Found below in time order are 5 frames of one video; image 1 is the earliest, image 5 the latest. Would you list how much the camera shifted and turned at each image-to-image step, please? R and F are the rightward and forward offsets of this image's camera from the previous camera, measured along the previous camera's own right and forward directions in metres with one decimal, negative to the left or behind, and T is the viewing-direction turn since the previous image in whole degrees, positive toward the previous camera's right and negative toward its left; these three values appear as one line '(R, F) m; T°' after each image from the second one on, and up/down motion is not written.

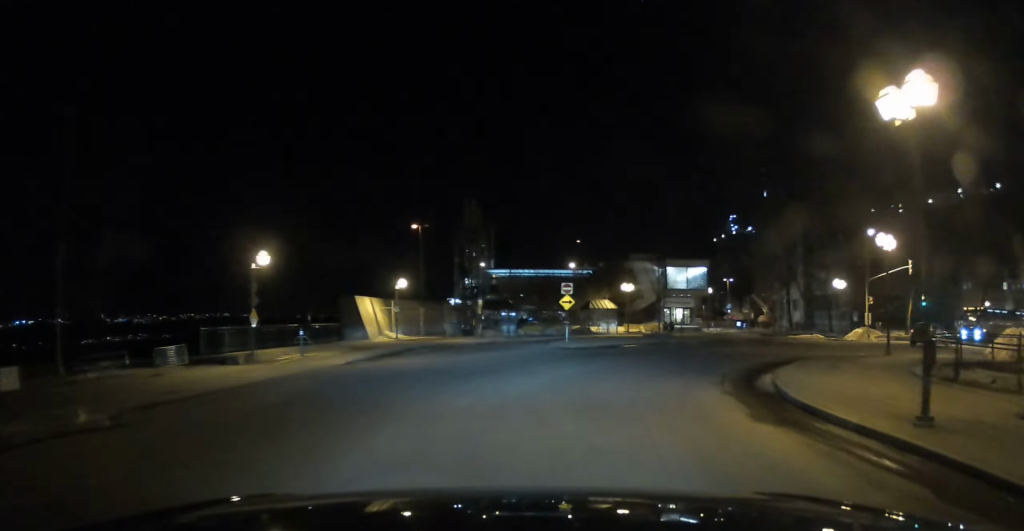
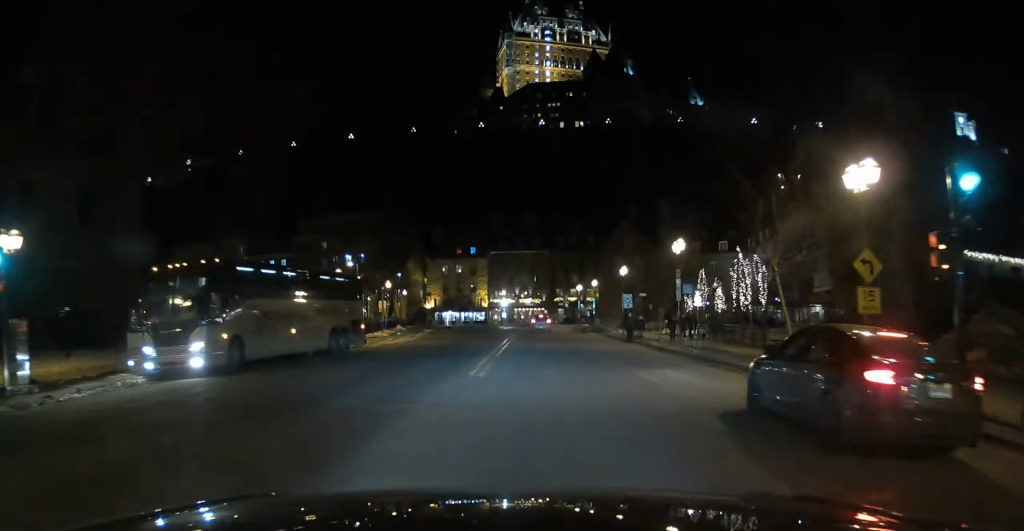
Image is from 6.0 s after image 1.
(+26.7, +47.9) m; +52°
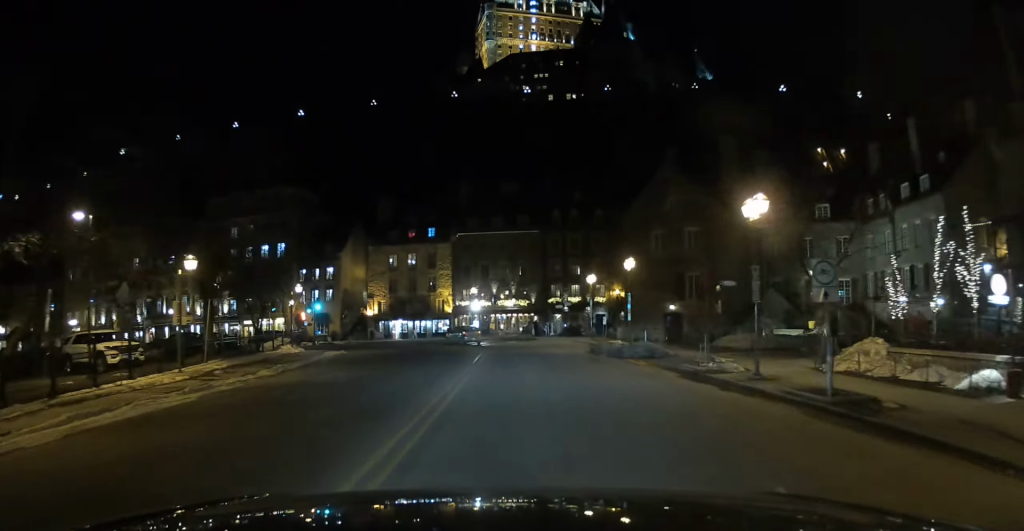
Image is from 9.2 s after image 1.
(+2.6, +28.6) m; +6°
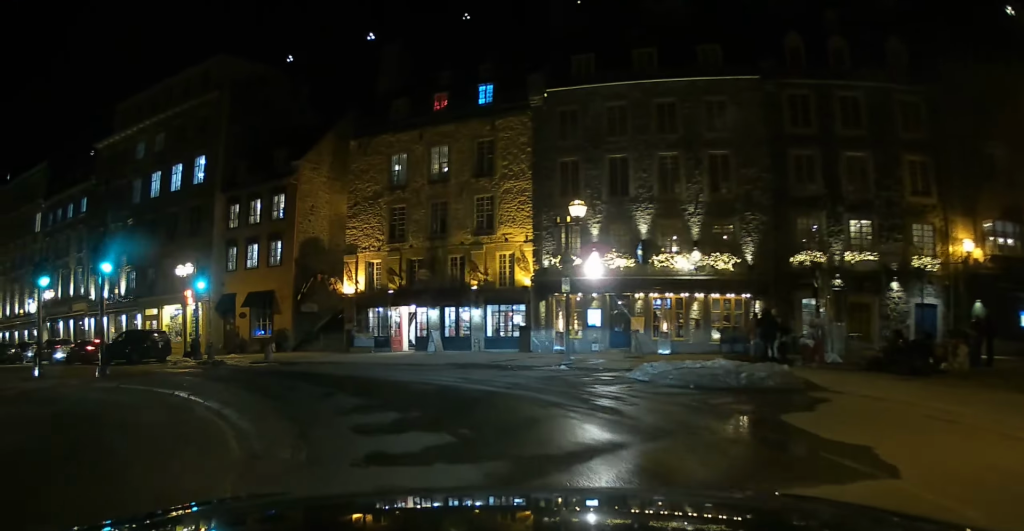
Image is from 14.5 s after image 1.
(-2.2, +44.4) m; -23°
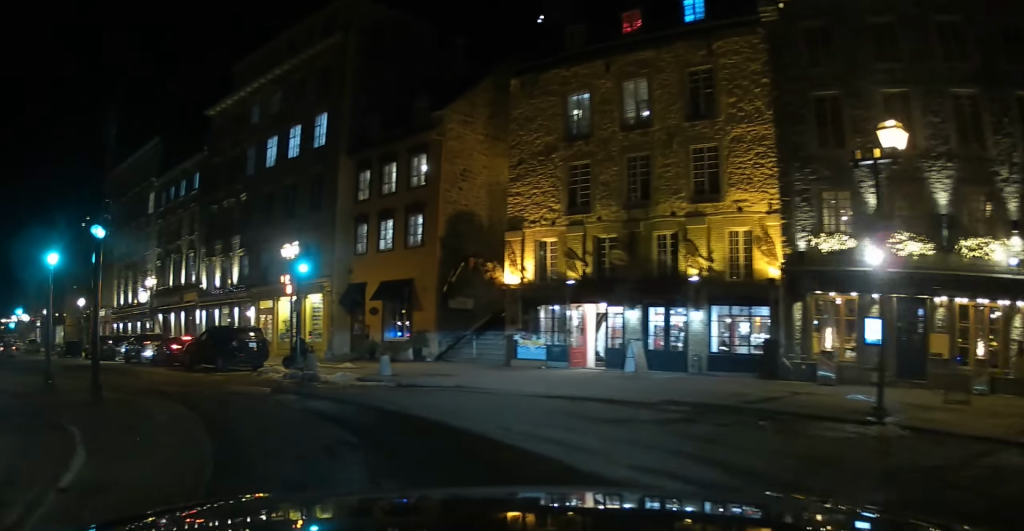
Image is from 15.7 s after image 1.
(+1.7, +9.9) m; -14°
